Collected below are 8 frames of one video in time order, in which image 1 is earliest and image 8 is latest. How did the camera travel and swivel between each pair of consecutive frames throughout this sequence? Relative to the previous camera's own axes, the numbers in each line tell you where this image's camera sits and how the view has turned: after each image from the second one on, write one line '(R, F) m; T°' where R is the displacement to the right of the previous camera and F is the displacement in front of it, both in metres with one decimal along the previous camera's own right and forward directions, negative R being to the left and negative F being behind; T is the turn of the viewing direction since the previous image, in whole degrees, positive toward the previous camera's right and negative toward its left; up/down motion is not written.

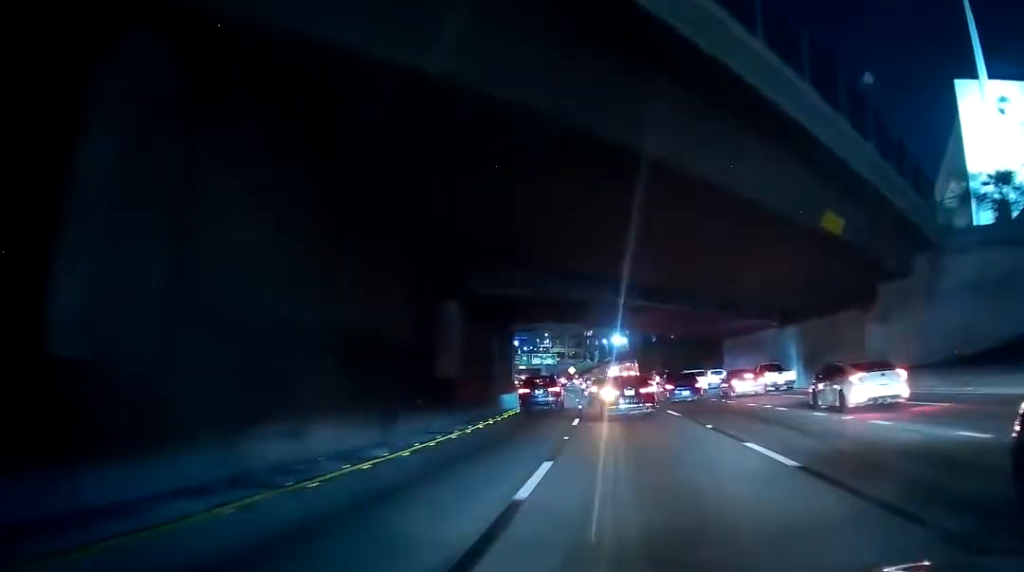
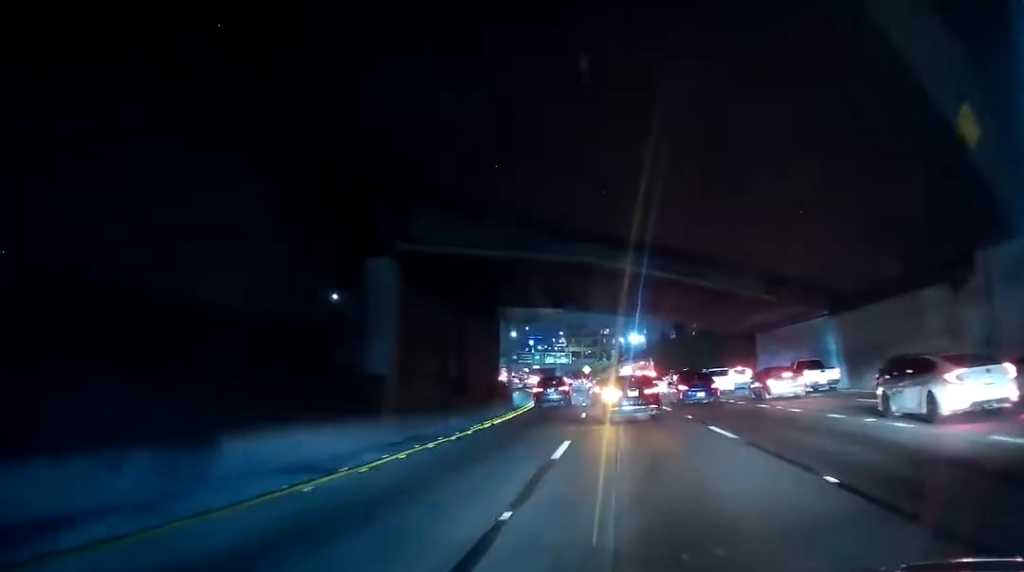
(-0.2, +10.4) m; +1°
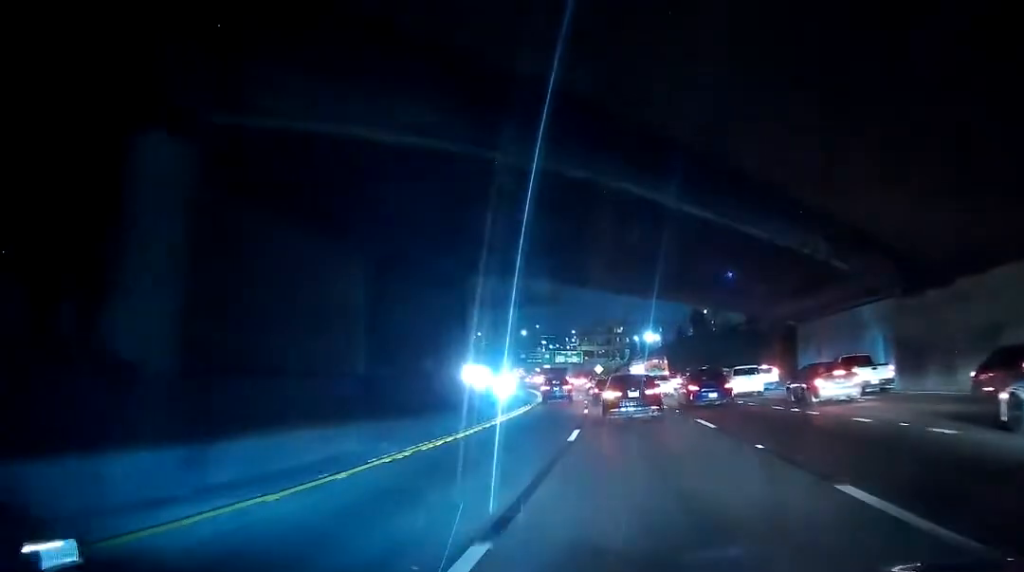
(+0.5, +11.4) m; +2°
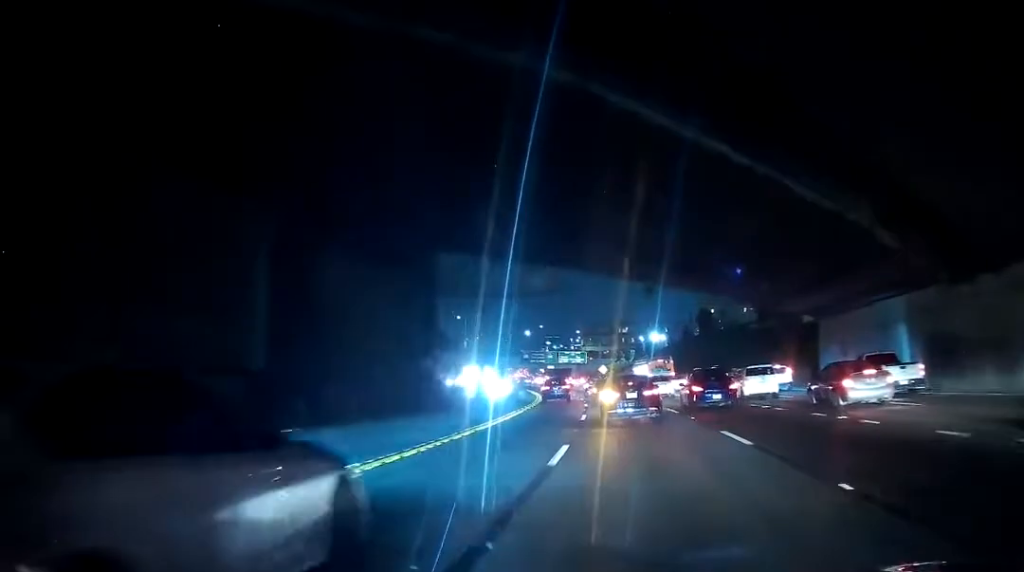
(0.0, +5.2) m; -1°
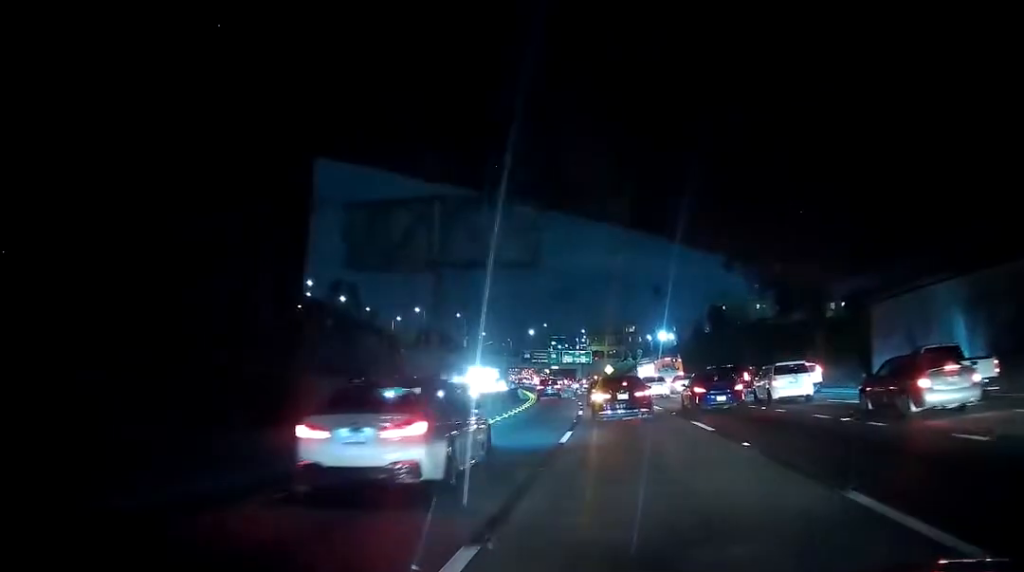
(-0.3, +10.6) m; -6°
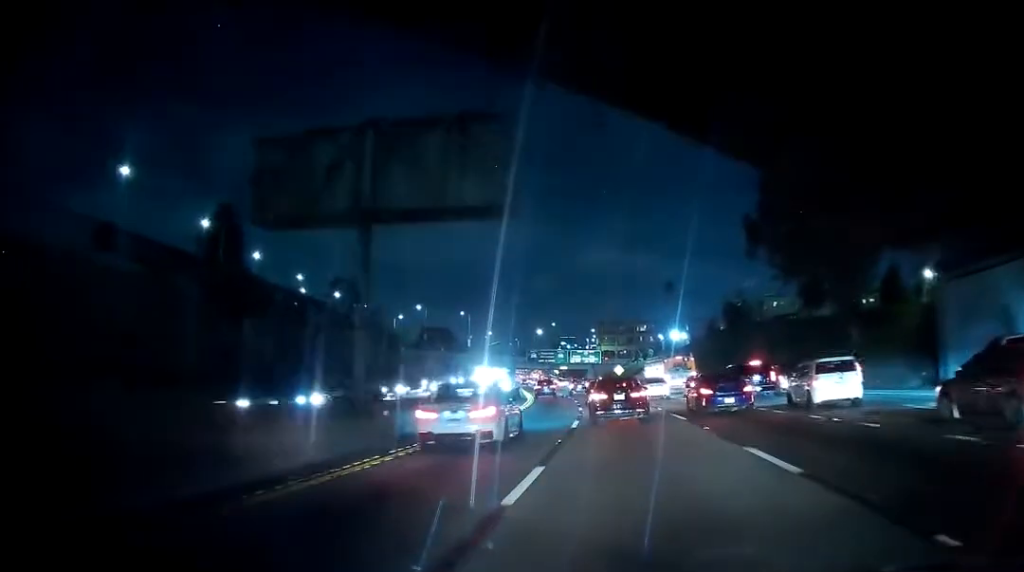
(-0.5, +8.9) m; -7°
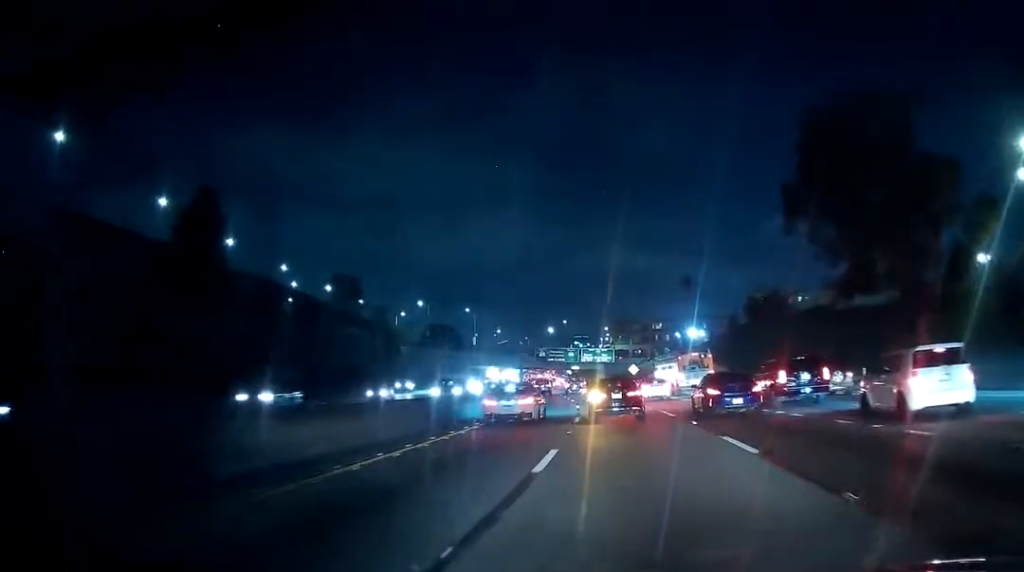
(-0.9, +11.2) m; -2°
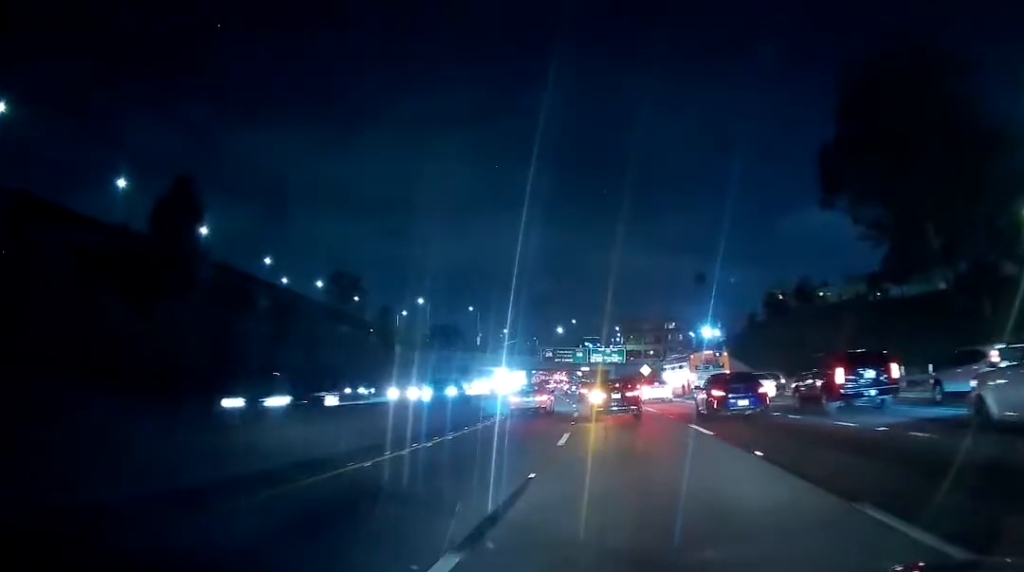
(+0.4, +8.4) m; +2°
